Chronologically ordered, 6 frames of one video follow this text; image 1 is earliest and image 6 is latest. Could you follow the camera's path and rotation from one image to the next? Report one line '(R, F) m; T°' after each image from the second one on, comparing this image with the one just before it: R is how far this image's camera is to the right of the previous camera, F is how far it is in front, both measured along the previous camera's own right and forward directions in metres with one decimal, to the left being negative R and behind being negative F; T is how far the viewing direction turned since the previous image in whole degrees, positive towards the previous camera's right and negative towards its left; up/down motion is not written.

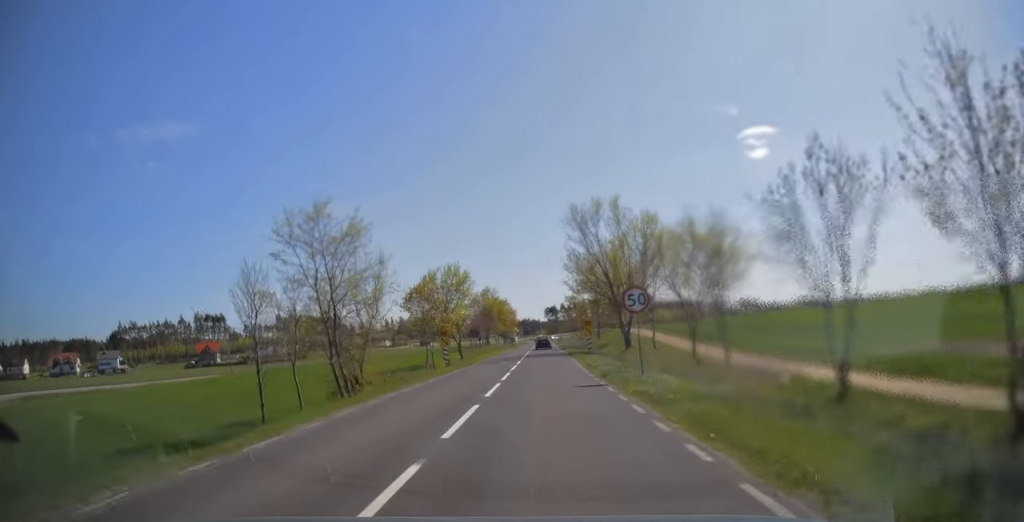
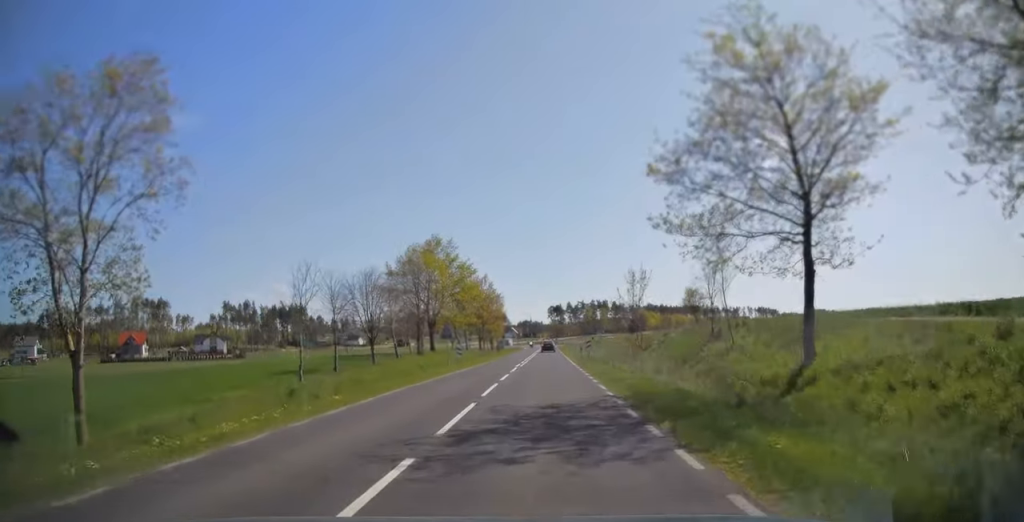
(+0.1, +58.1) m; 0°
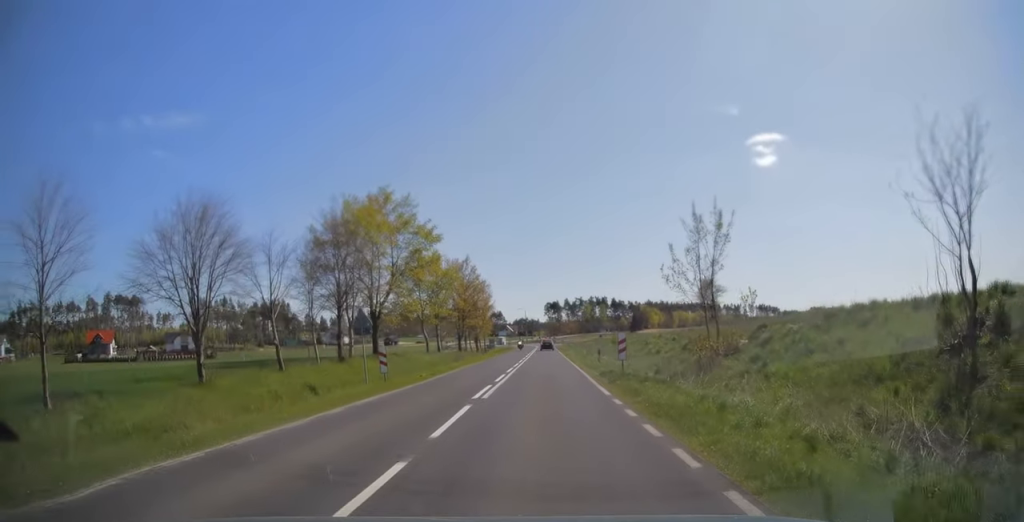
(0.0, +17.8) m; 0°
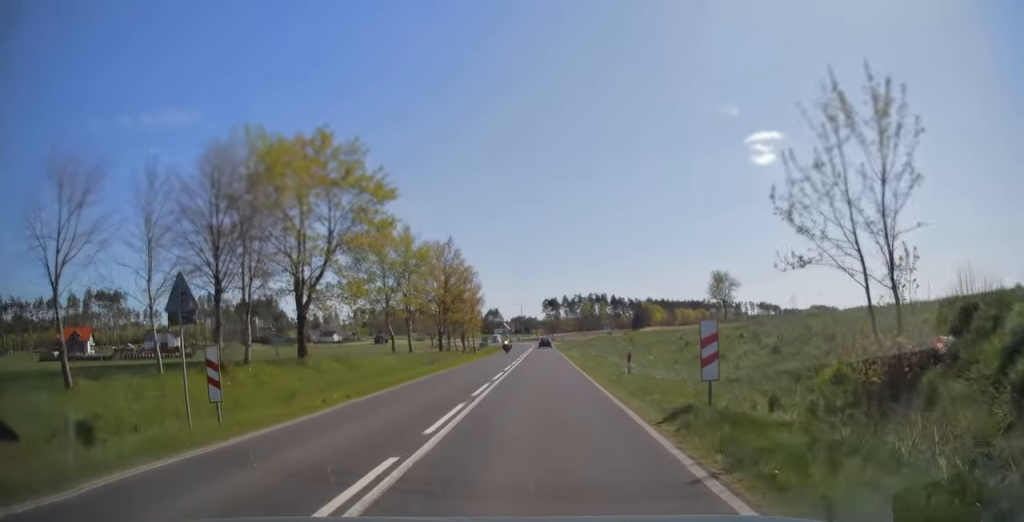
(0.0, +11.6) m; 0°
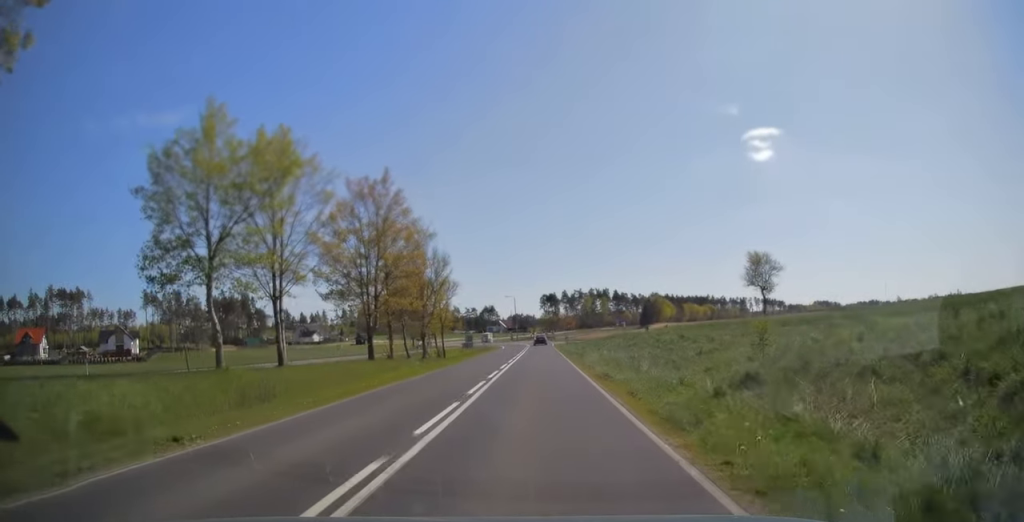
(+0.1, +23.4) m; 0°
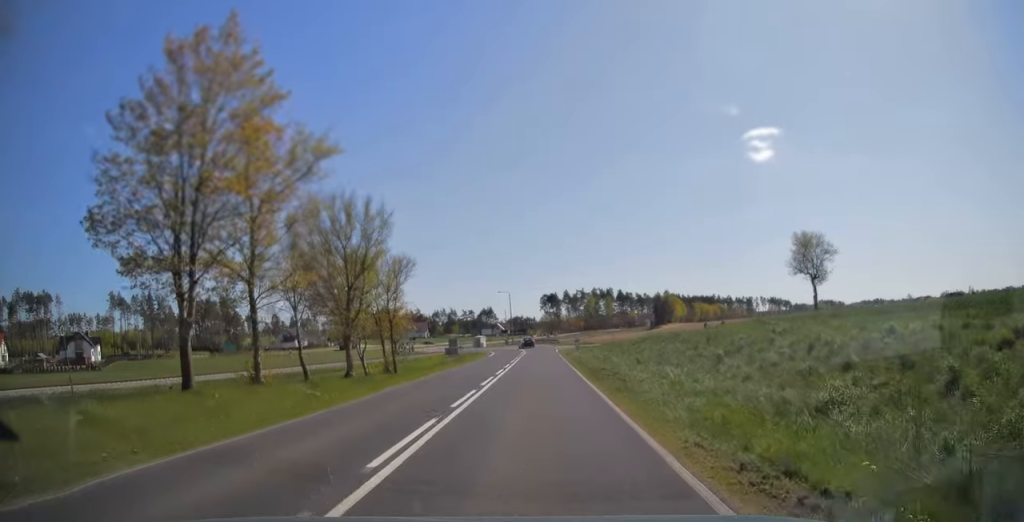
(0.0, +19.6) m; 0°
